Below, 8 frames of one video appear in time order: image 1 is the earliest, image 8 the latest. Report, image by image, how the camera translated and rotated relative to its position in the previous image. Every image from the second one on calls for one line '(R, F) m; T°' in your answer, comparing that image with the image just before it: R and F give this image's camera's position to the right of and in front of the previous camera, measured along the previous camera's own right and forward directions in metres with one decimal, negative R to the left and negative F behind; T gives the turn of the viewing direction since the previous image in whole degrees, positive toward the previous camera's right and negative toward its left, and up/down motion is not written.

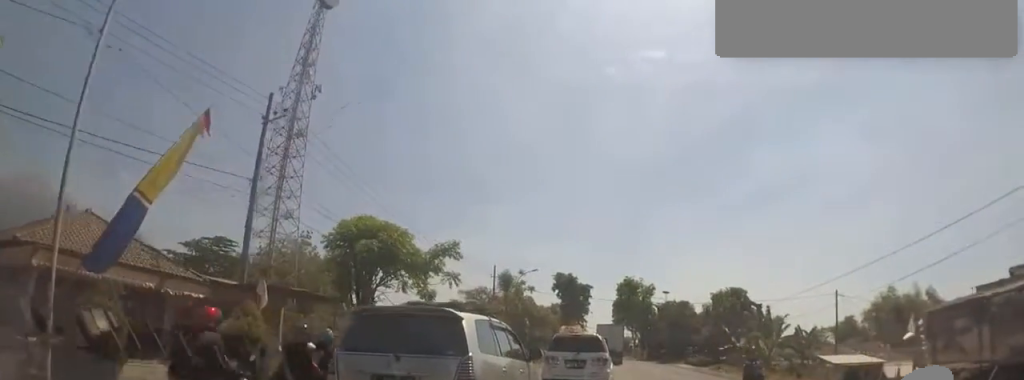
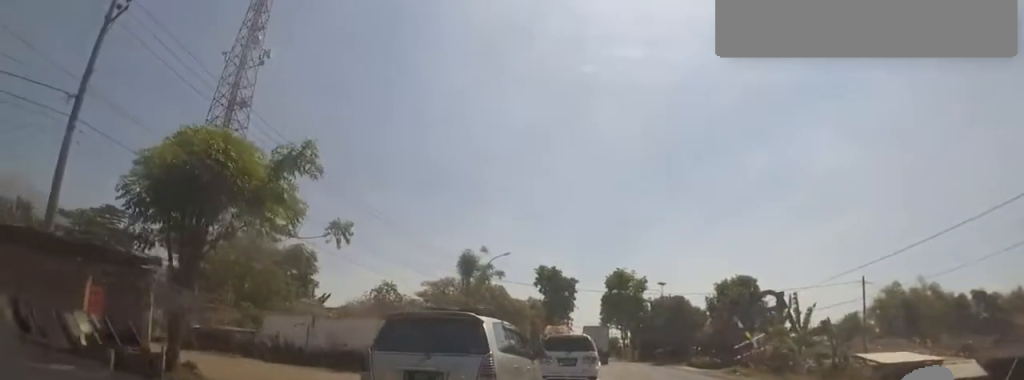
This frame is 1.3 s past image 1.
(+0.1, +8.3) m; 0°
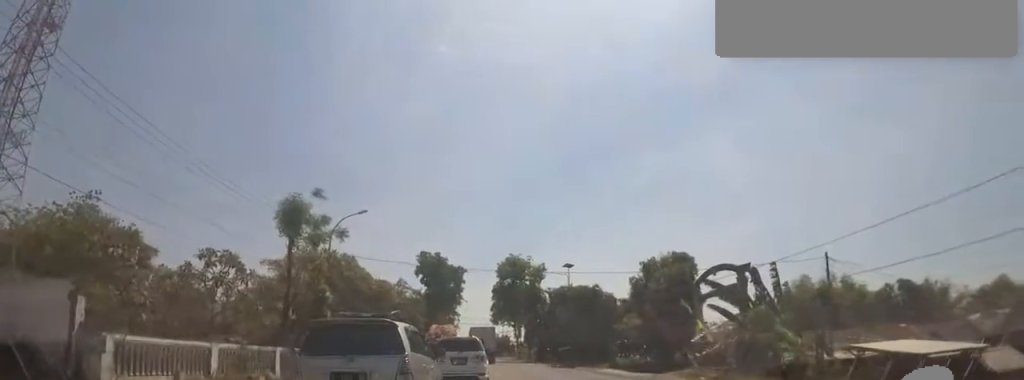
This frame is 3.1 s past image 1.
(-0.3, +11.7) m; +5°
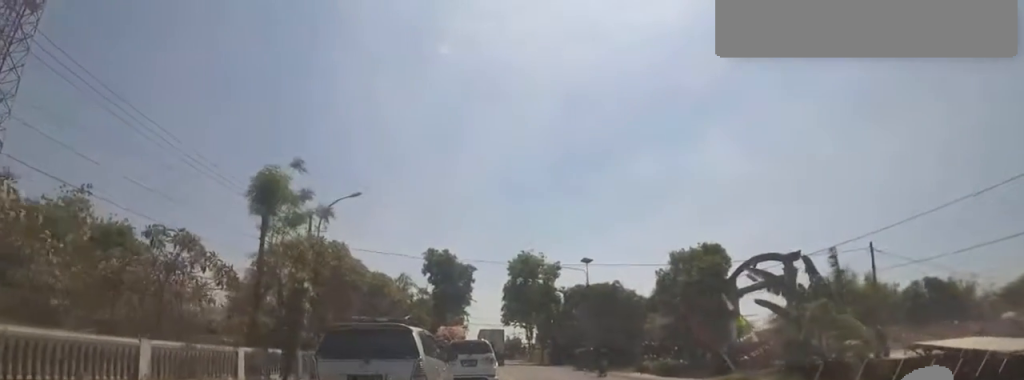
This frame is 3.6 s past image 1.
(+0.5, +3.7) m; +6°
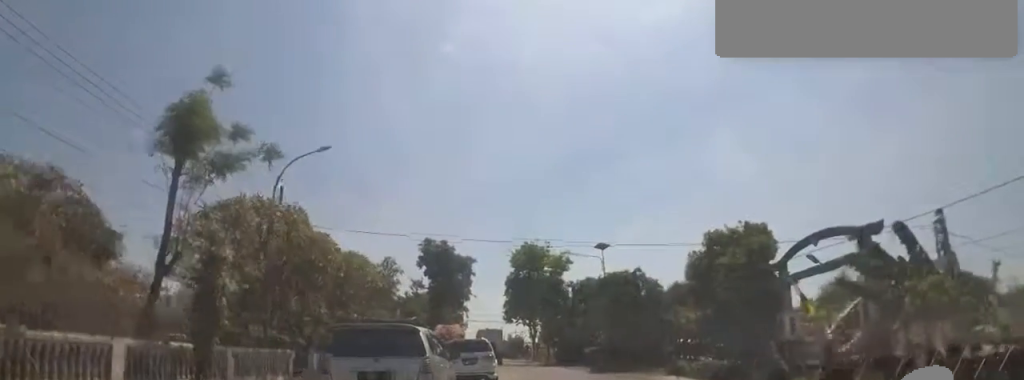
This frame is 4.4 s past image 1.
(-0.1, +5.6) m; -10°
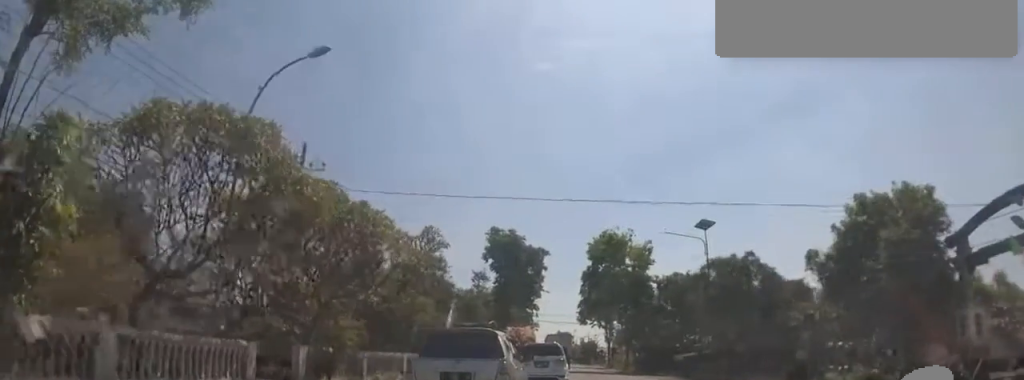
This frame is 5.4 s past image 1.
(-1.3, +7.2) m; -13°
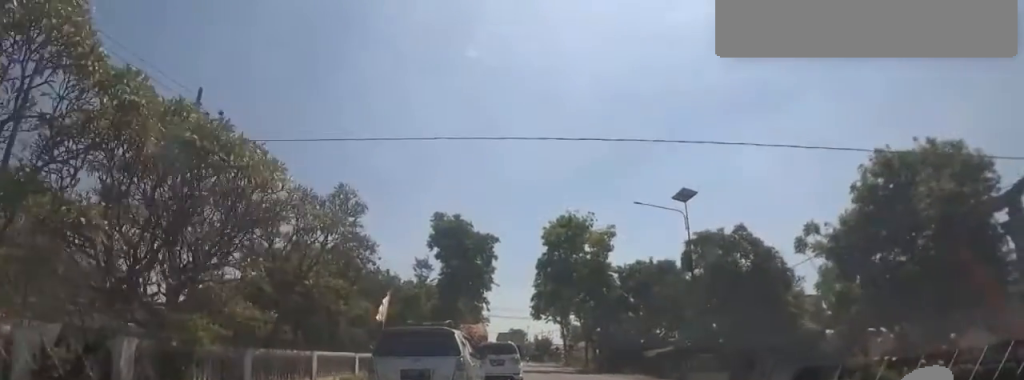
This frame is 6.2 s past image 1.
(-0.2, +5.2) m; +5°
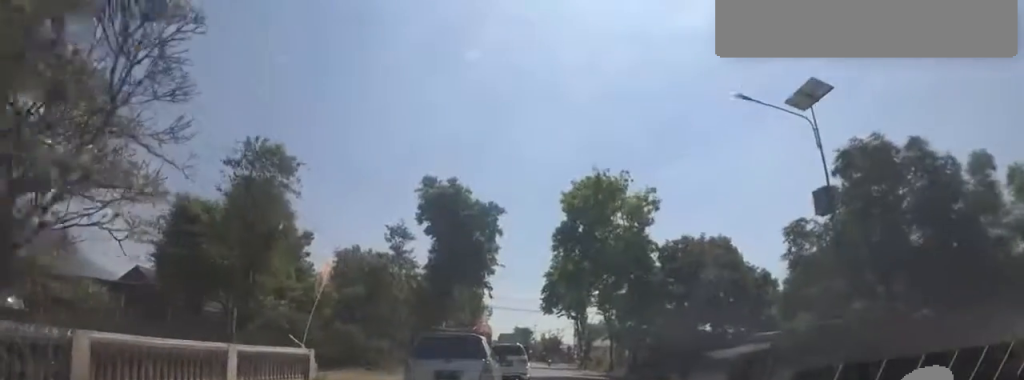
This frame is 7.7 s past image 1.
(+1.7, +10.1) m; +7°
